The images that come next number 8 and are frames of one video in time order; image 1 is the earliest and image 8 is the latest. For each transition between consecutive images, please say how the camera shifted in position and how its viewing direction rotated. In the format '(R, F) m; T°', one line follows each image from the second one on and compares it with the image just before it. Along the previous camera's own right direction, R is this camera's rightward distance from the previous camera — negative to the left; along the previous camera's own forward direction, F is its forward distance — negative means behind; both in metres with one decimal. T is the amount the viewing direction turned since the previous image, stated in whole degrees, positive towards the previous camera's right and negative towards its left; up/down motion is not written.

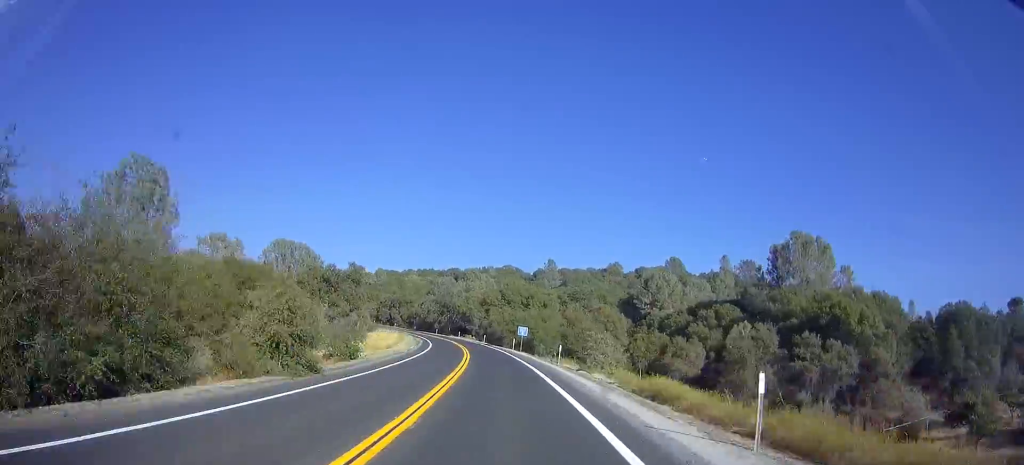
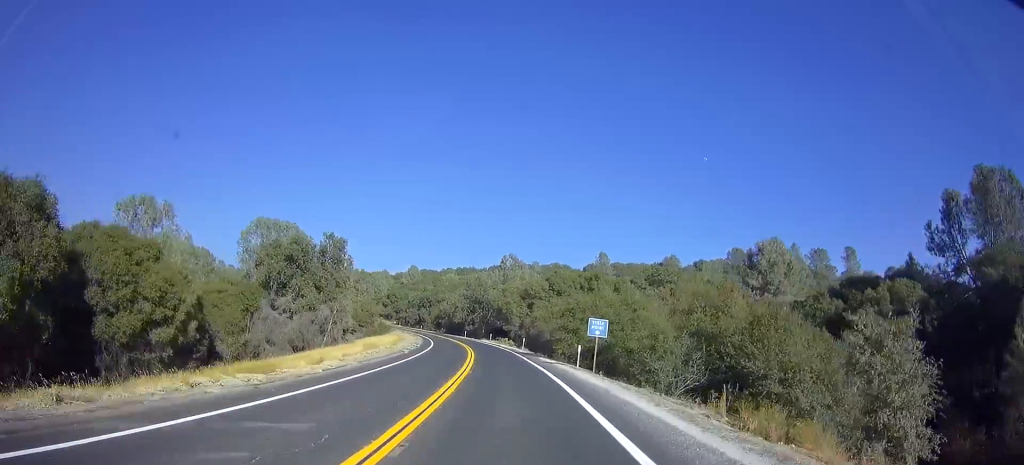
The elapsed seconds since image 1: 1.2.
(-1.6, +32.1) m; -5°
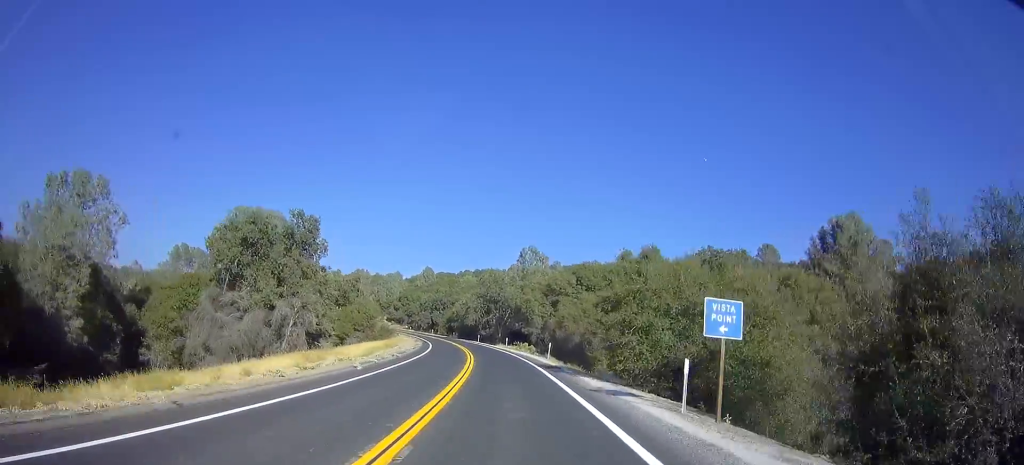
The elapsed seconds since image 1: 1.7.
(-0.1, +15.7) m; -3°
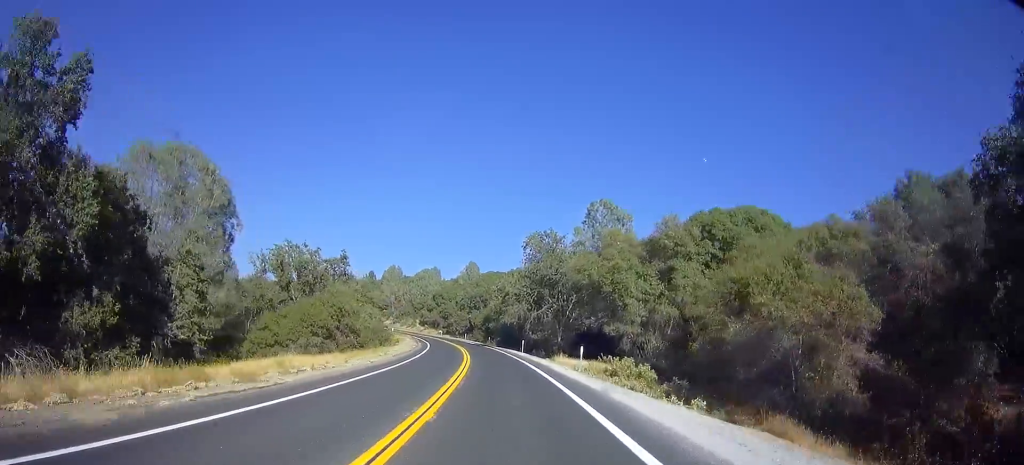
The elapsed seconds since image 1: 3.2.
(-2.5, +39.8) m; -6°
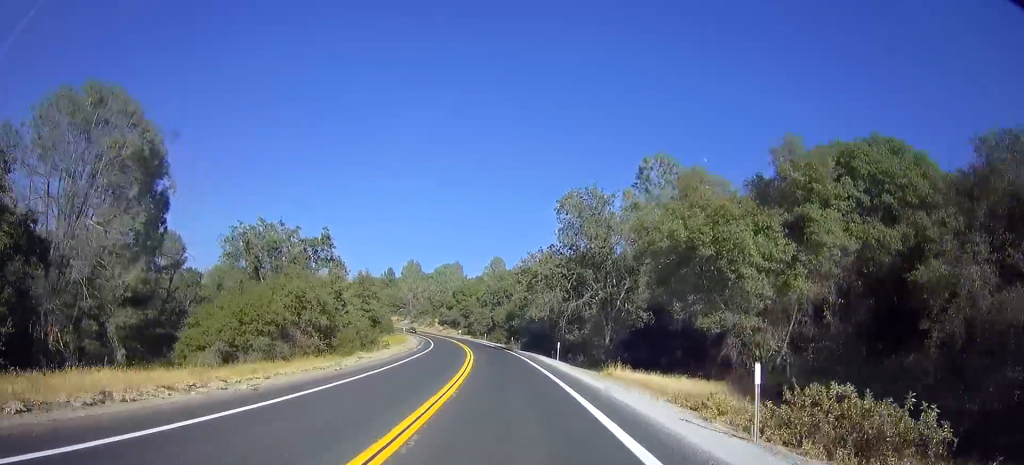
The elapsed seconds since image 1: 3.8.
(-0.2, +17.6) m; -3°
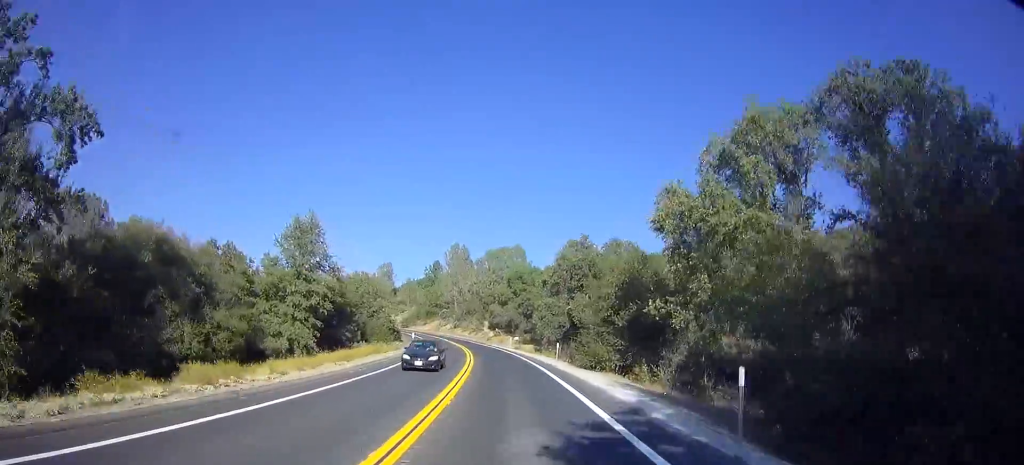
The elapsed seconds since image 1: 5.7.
(-3.9, +52.6) m; -8°
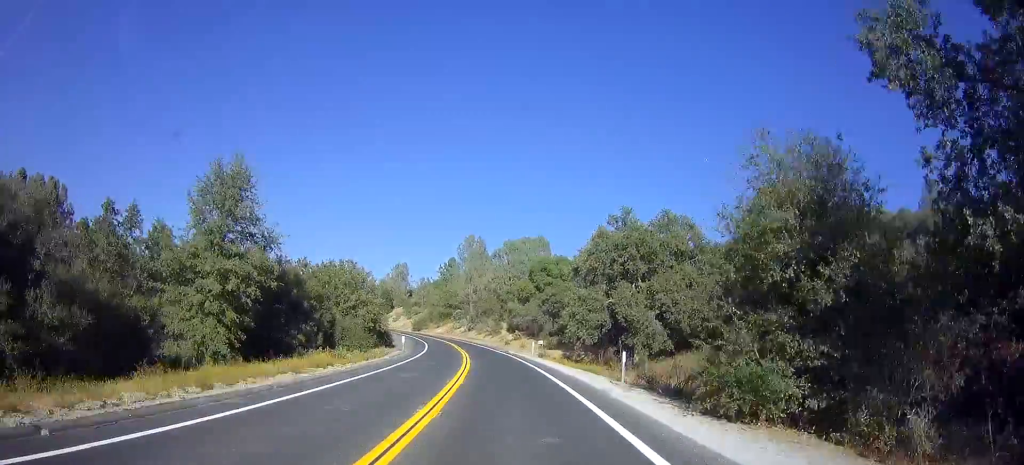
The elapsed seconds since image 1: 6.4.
(-0.4, +16.9) m; -2°
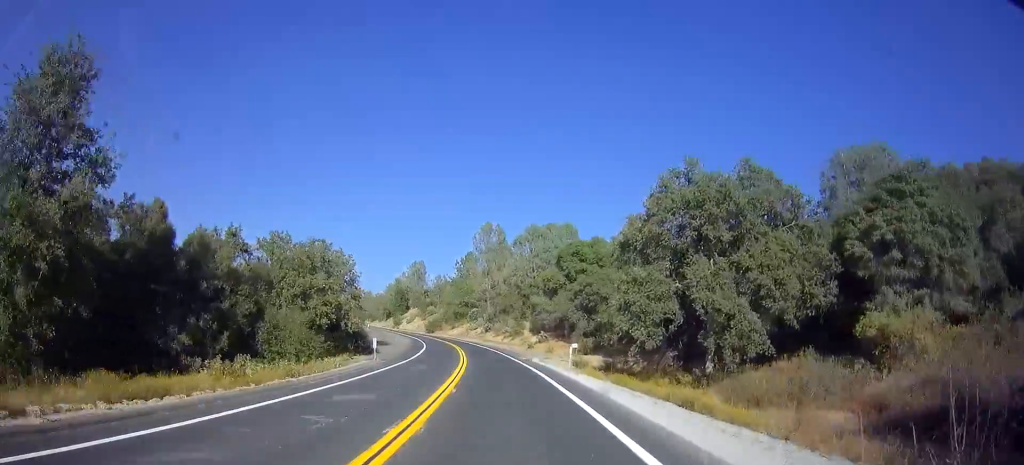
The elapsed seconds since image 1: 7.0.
(-0.3, +16.9) m; -3°
